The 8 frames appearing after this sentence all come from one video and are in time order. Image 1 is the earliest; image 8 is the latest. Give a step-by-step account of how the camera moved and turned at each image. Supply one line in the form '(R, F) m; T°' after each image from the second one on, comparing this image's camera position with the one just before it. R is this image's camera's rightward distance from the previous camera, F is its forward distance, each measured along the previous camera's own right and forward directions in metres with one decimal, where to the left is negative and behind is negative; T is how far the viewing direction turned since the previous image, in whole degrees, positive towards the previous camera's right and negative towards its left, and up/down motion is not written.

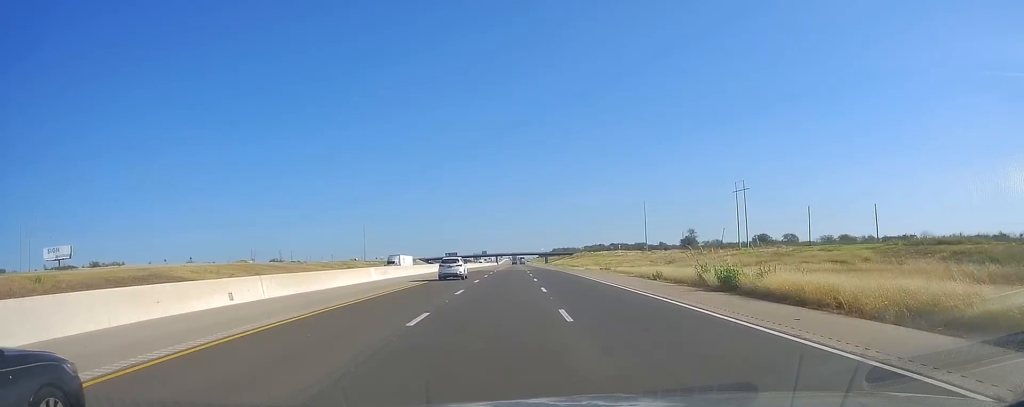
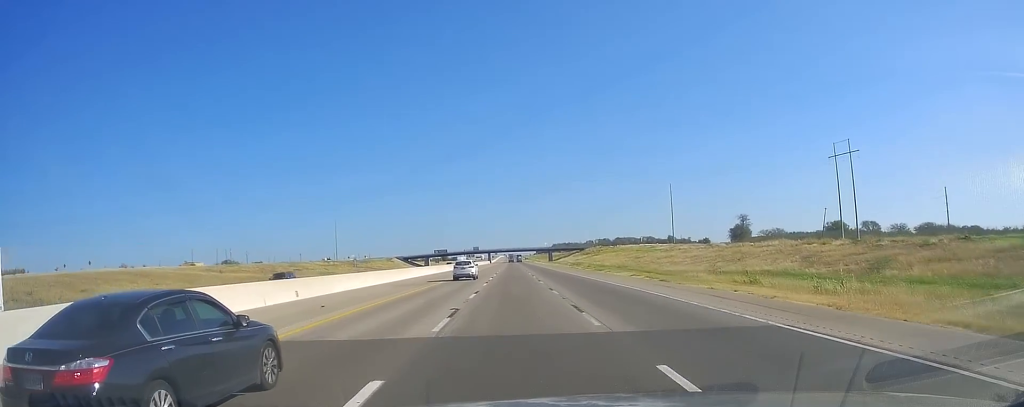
(+2.9, +69.6) m; +5°
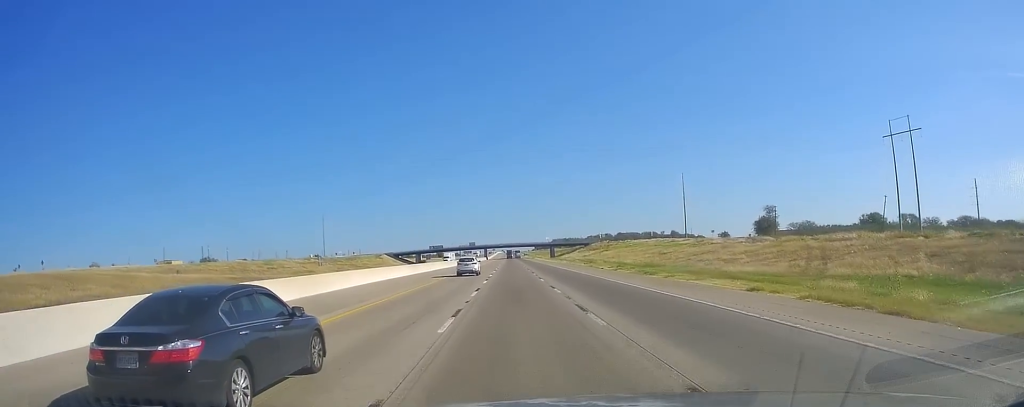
(+0.5, +24.4) m; 0°
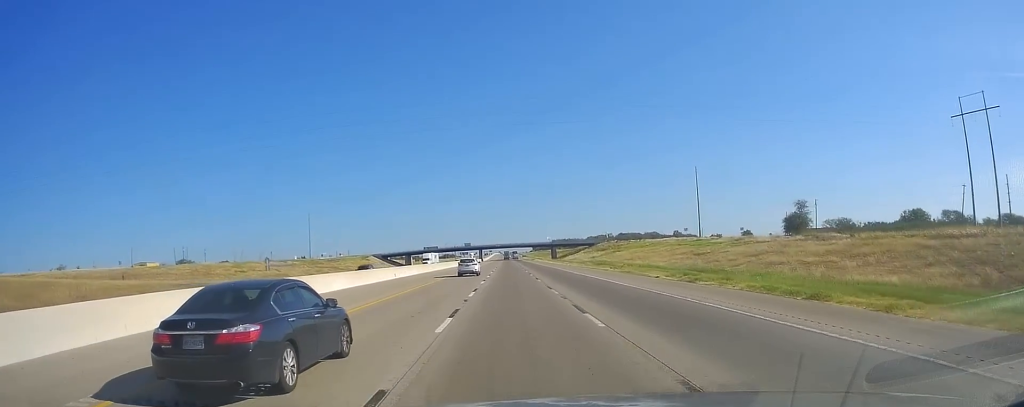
(0.0, +23.9) m; 0°
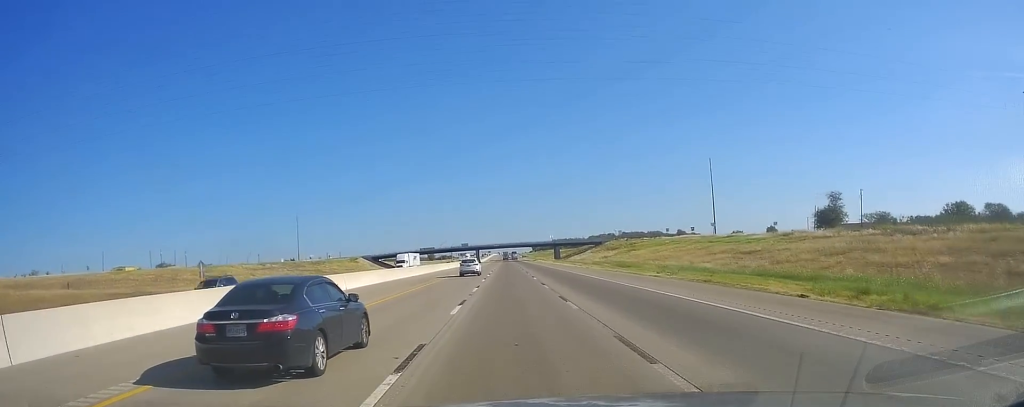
(-0.3, +20.0) m; 0°
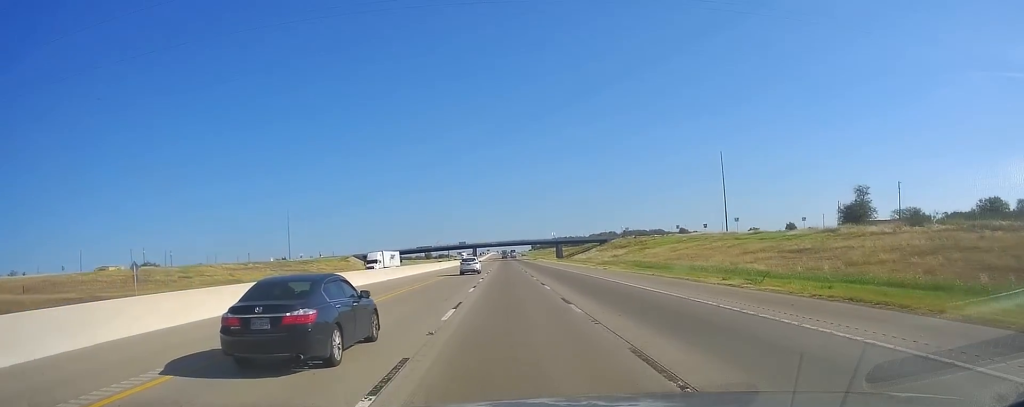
(0.0, +13.7) m; 0°
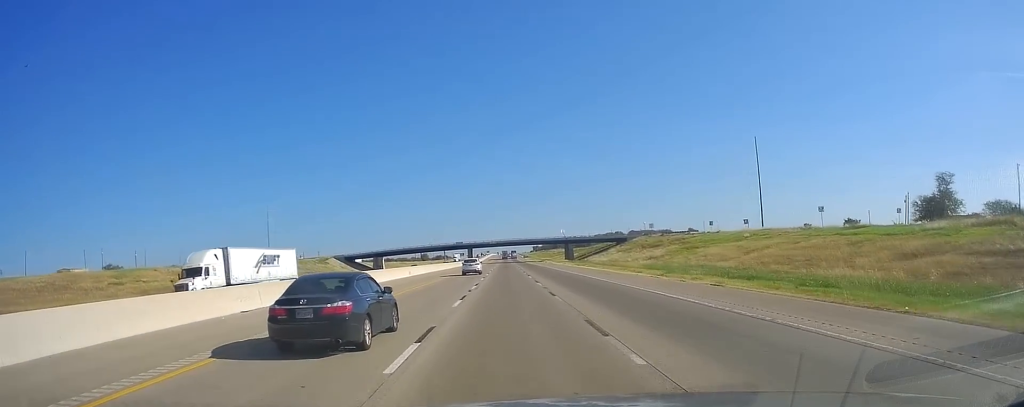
(+0.3, +31.6) m; +1°
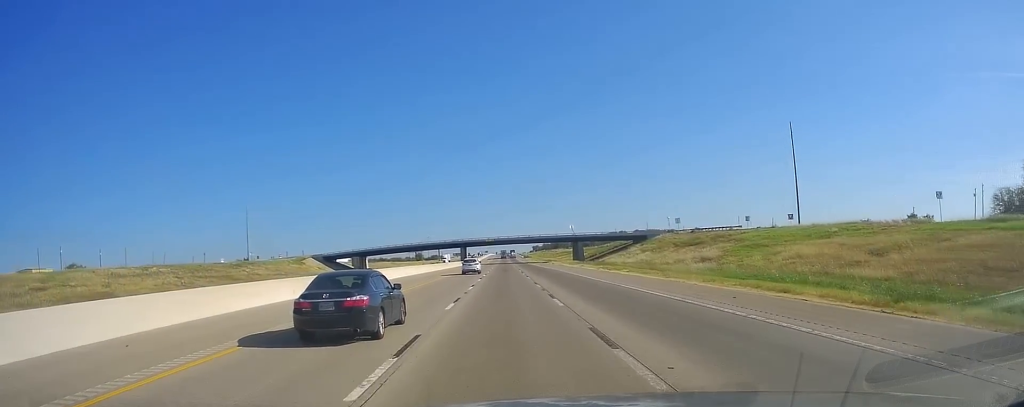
(+0.4, +25.9) m; 0°
